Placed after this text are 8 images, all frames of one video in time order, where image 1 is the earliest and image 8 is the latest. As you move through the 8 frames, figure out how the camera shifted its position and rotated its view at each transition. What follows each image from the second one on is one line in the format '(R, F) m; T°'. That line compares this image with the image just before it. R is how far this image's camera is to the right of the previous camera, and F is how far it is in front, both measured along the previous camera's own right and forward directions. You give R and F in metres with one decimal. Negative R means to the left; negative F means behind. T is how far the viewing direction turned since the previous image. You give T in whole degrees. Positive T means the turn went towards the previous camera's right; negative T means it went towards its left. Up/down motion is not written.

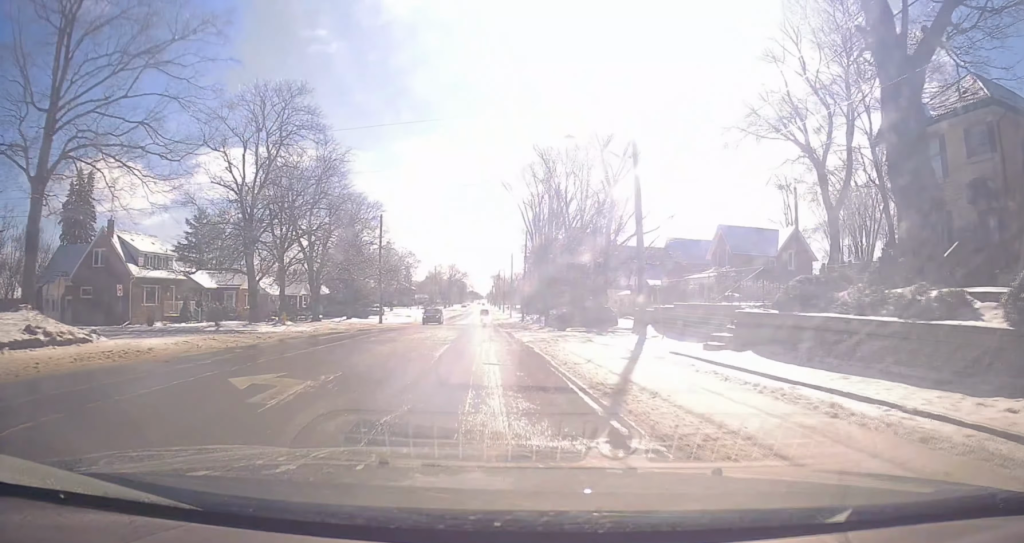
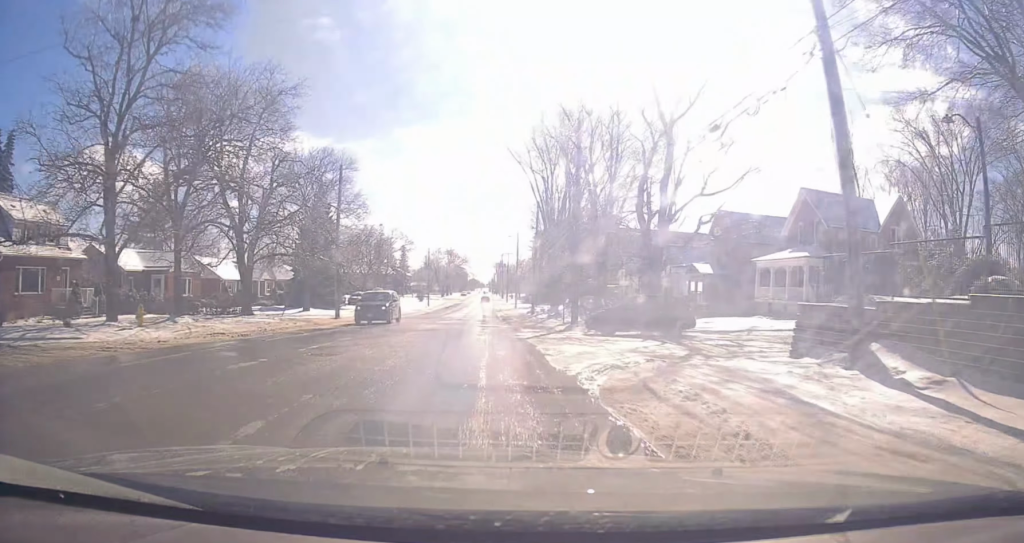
(0.0, +15.7) m; 0°
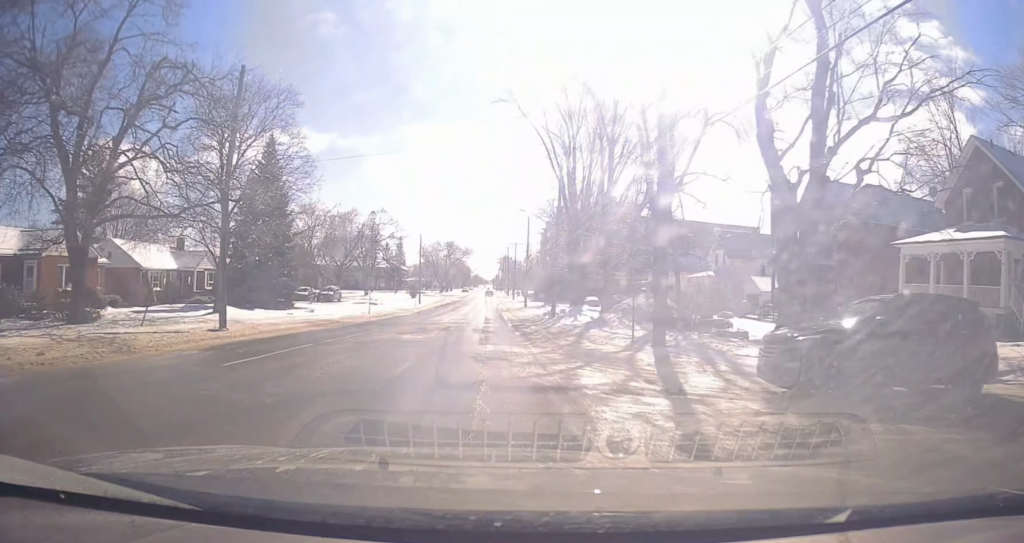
(0.0, +16.7) m; 0°
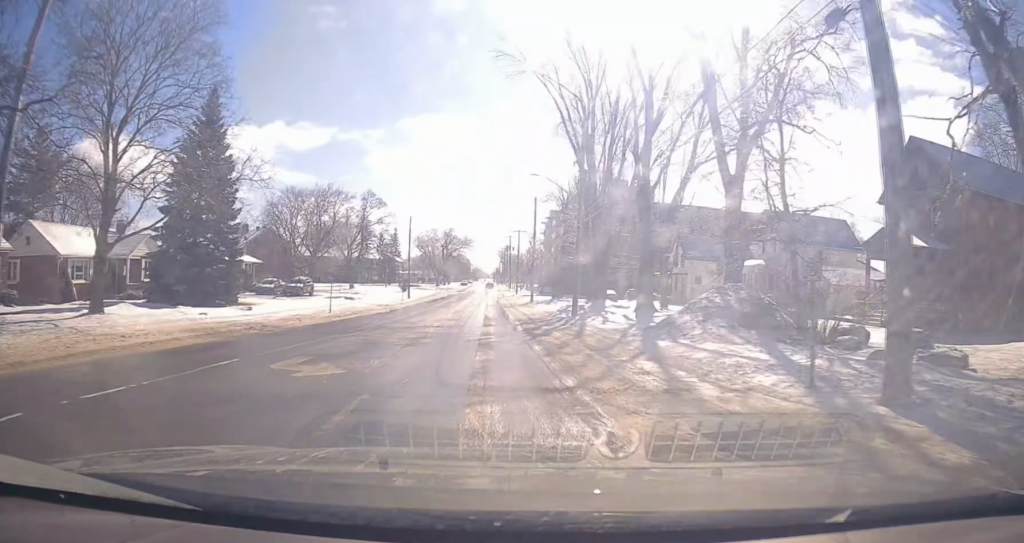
(0.0, +10.9) m; 0°
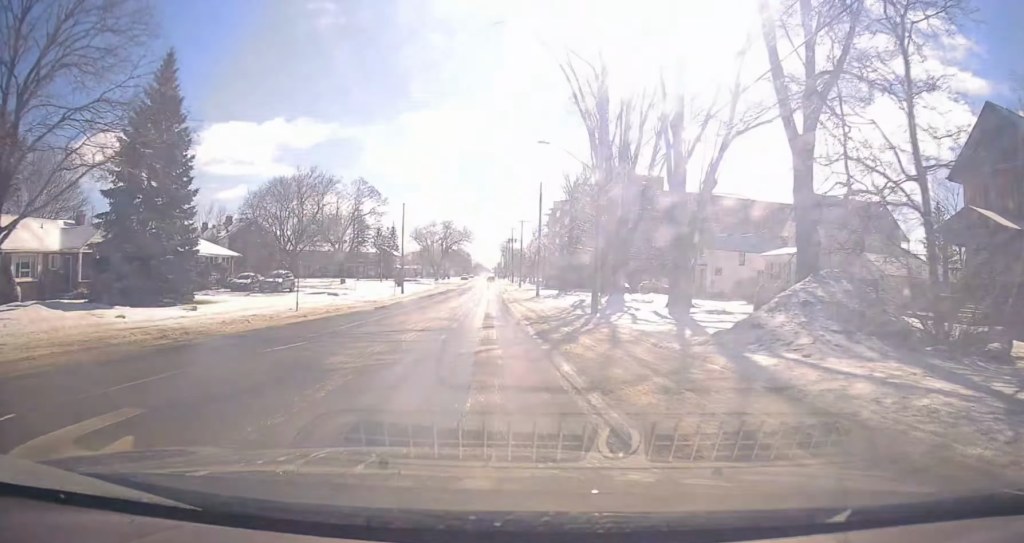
(+0.1, +6.0) m; 0°
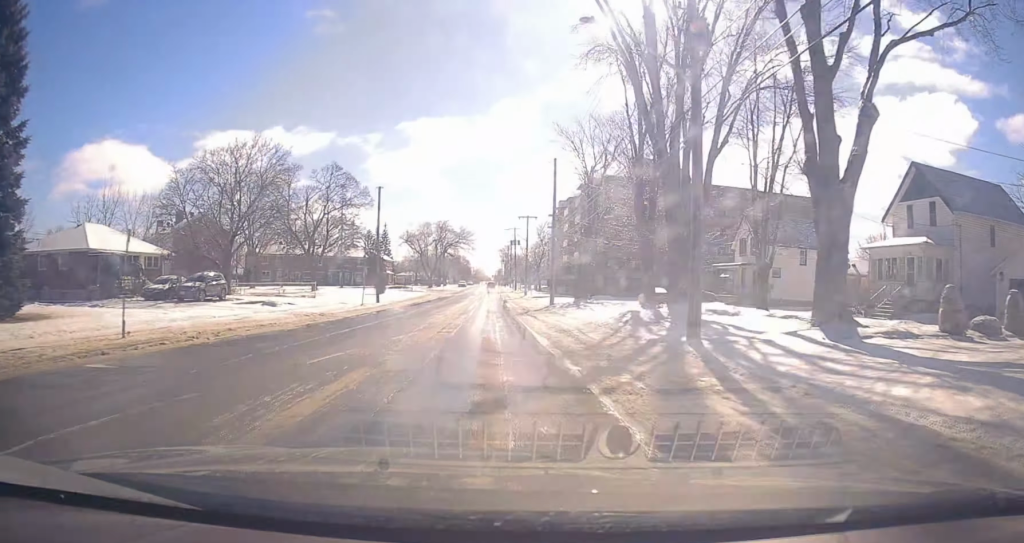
(-0.2, +13.2) m; -1°
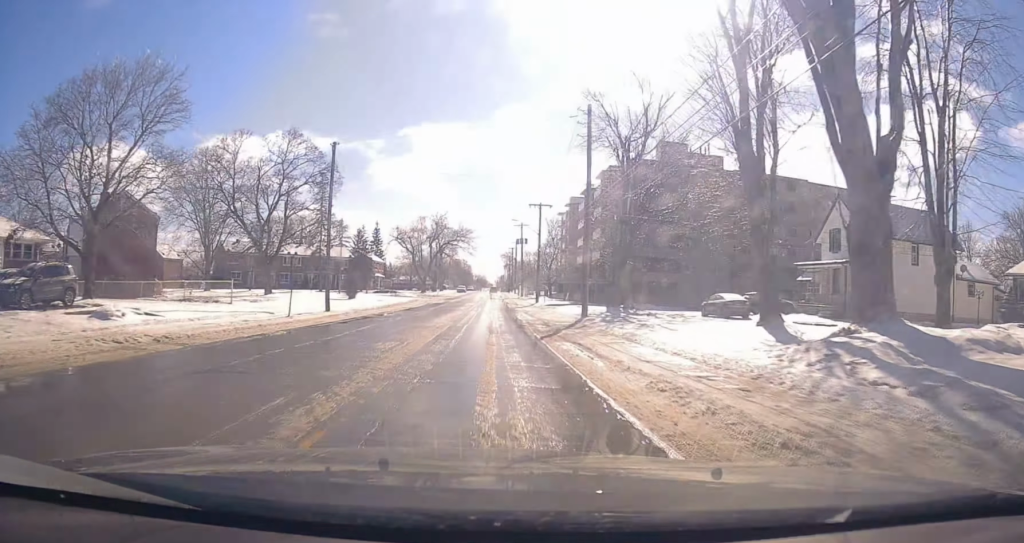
(-0.1, +13.6) m; 0°
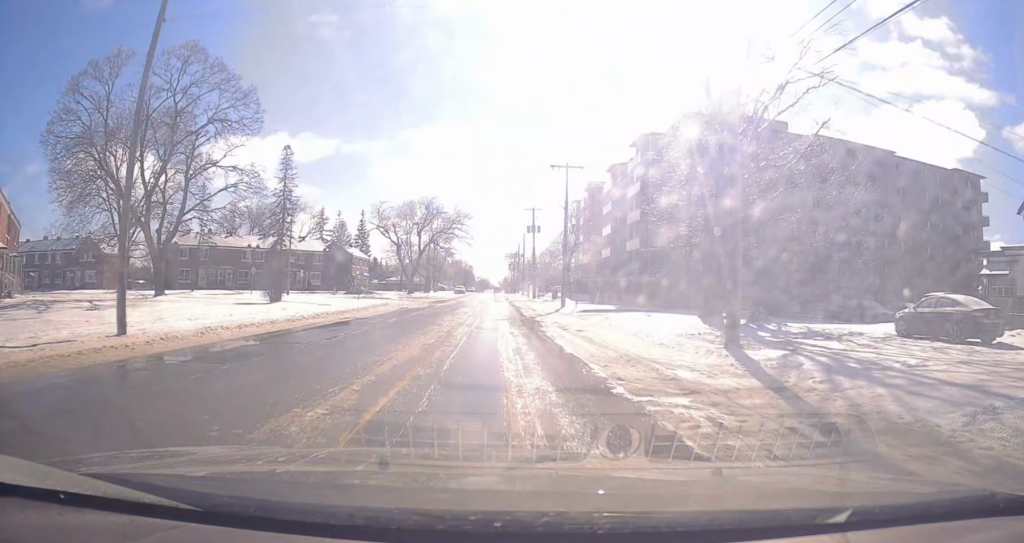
(0.0, +15.2) m; 0°
